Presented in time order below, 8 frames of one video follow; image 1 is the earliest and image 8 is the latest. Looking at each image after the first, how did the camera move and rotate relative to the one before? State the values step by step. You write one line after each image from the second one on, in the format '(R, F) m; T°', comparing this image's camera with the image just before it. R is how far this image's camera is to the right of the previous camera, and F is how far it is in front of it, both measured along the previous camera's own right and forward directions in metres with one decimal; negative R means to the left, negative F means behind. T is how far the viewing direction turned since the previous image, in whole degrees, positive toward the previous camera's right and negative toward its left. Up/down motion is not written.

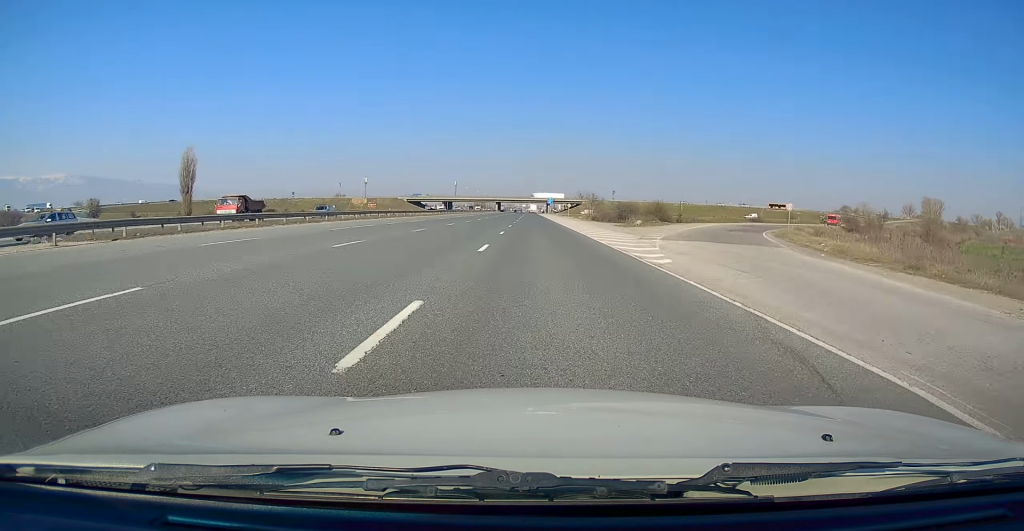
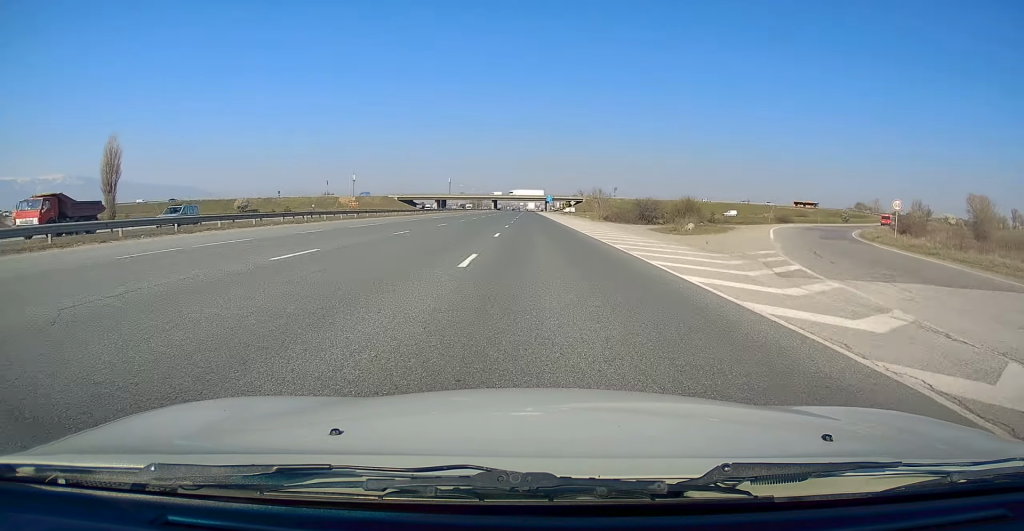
(0.0, +16.0) m; 0°
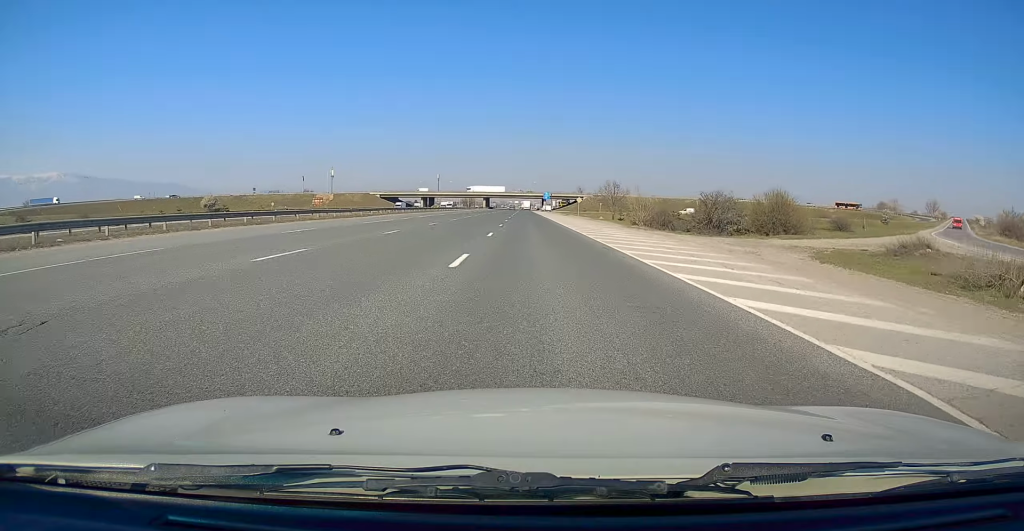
(0.0, +24.5) m; 0°
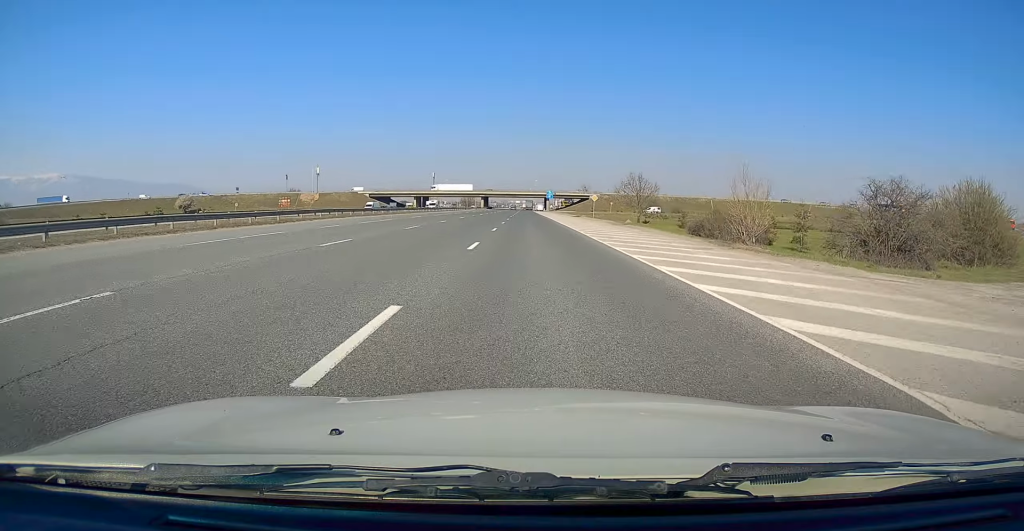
(0.0, +19.6) m; 0°
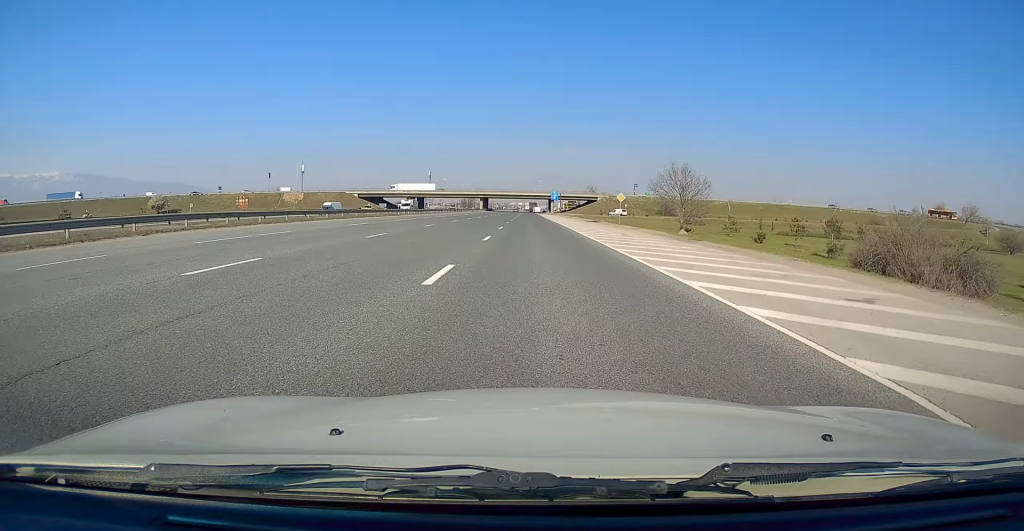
(-0.2, +19.3) m; -1°
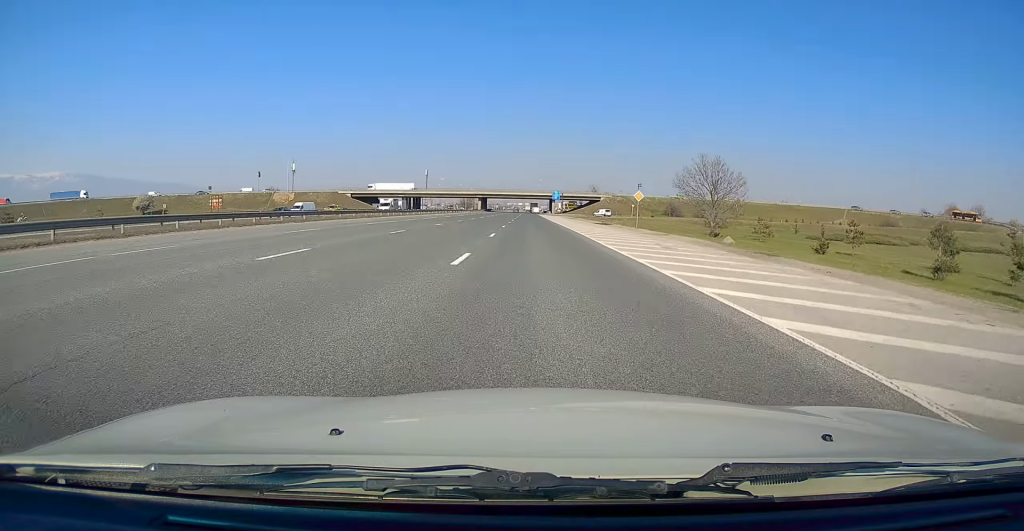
(-0.2, +8.9) m; 0°
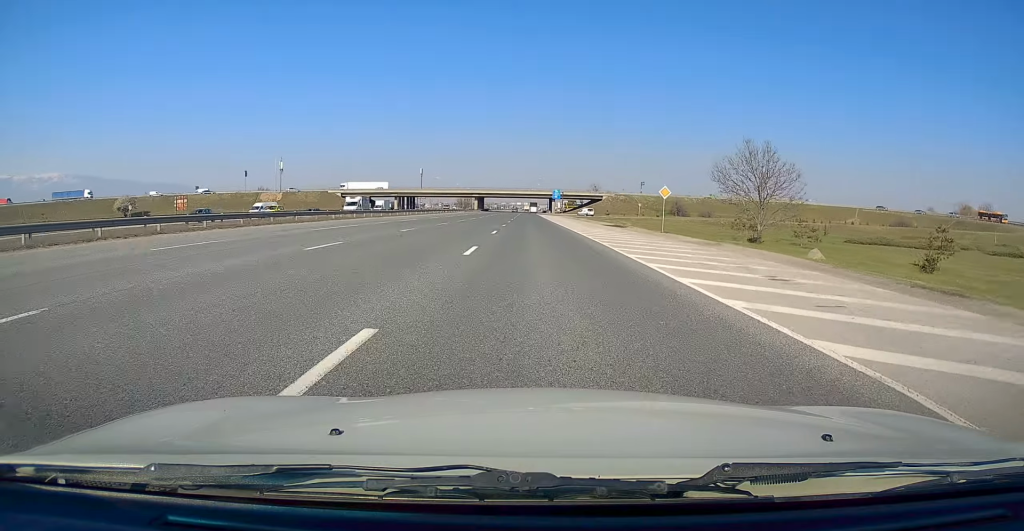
(+0.2, +9.3) m; +1°
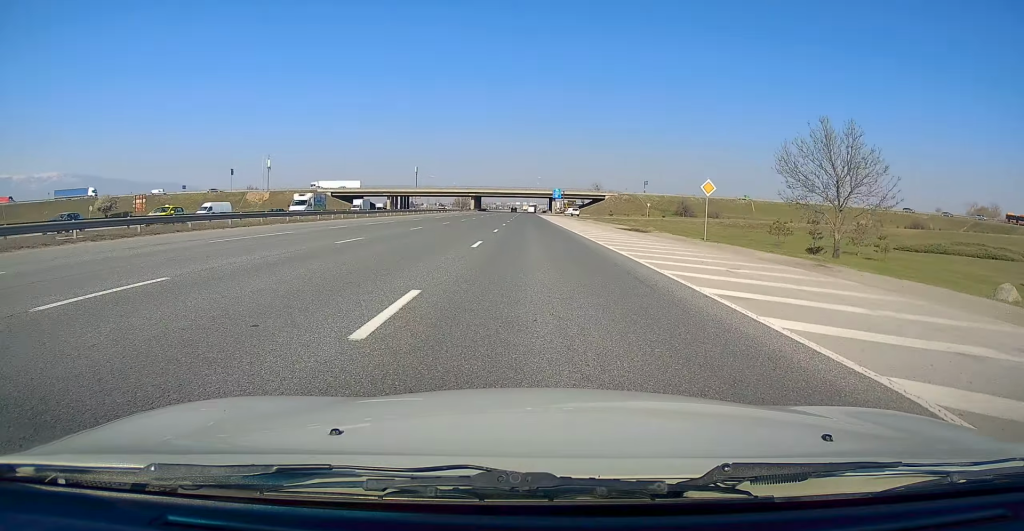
(+0.1, +9.3) m; +1°
